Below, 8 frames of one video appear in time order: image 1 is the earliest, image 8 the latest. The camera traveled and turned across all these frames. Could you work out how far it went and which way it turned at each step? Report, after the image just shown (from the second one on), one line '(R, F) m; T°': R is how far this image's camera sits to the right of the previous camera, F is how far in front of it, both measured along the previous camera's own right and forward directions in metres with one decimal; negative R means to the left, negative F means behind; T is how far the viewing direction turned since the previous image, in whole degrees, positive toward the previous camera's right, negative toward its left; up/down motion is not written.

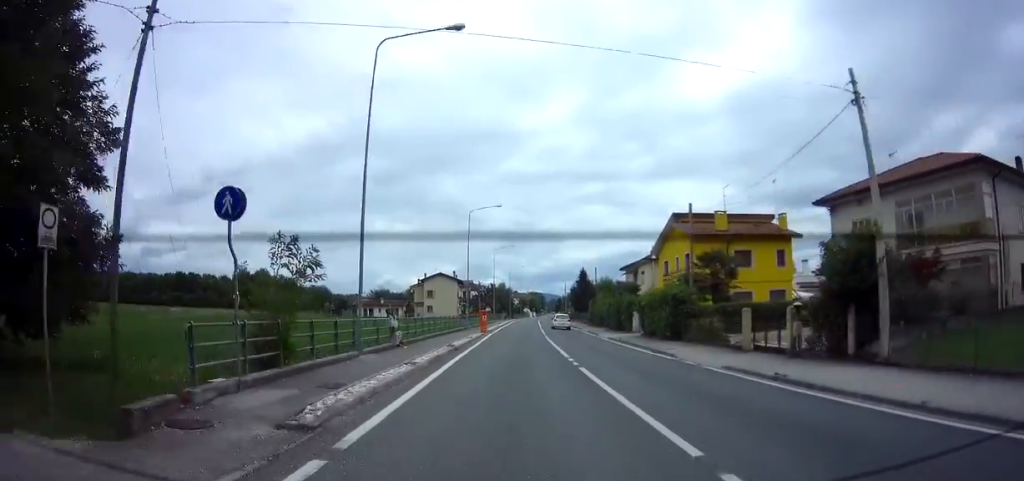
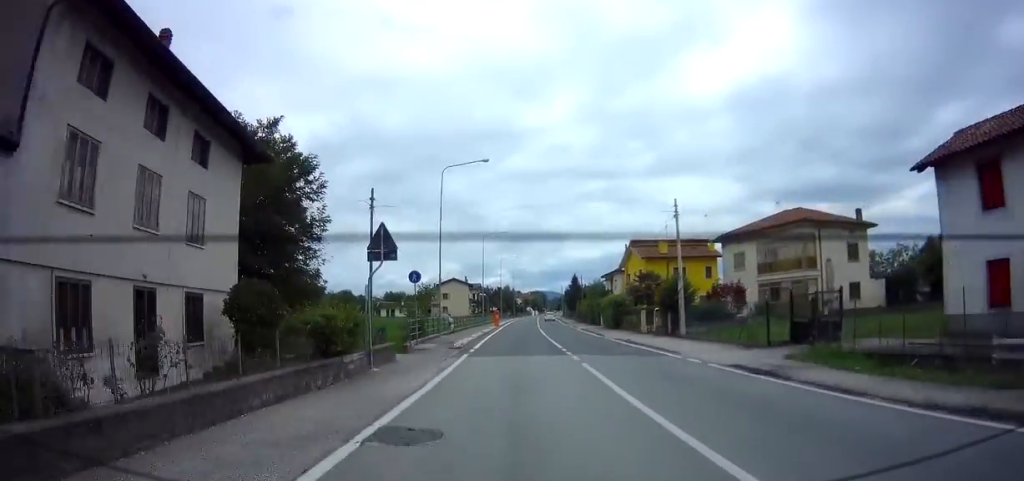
(0.0, +17.3) m; -1°
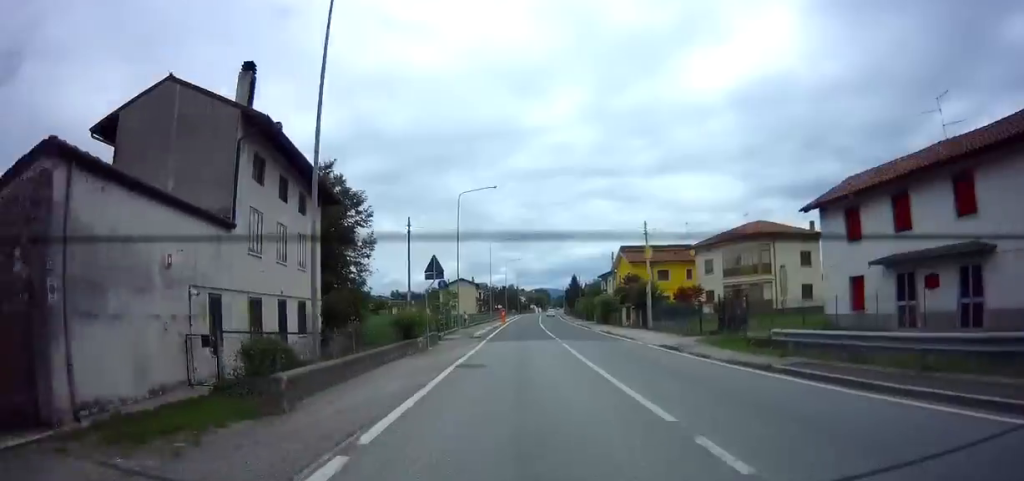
(-0.1, +8.2) m; -1°
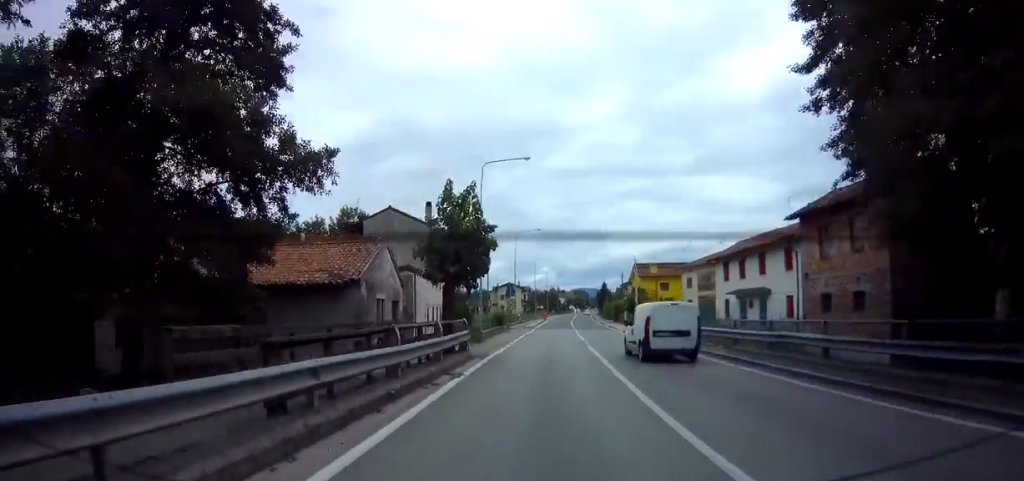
(-0.6, +22.7) m; -6°
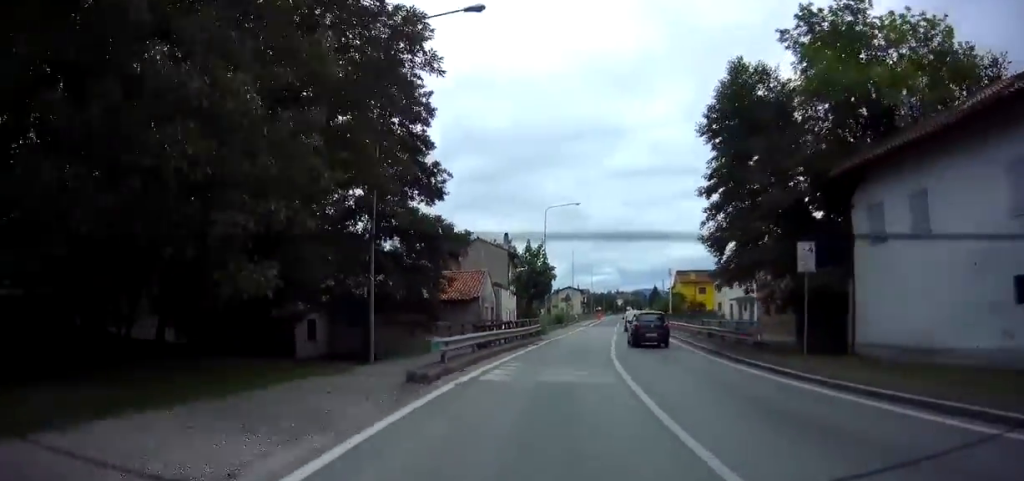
(-0.9, +13.9) m; -6°
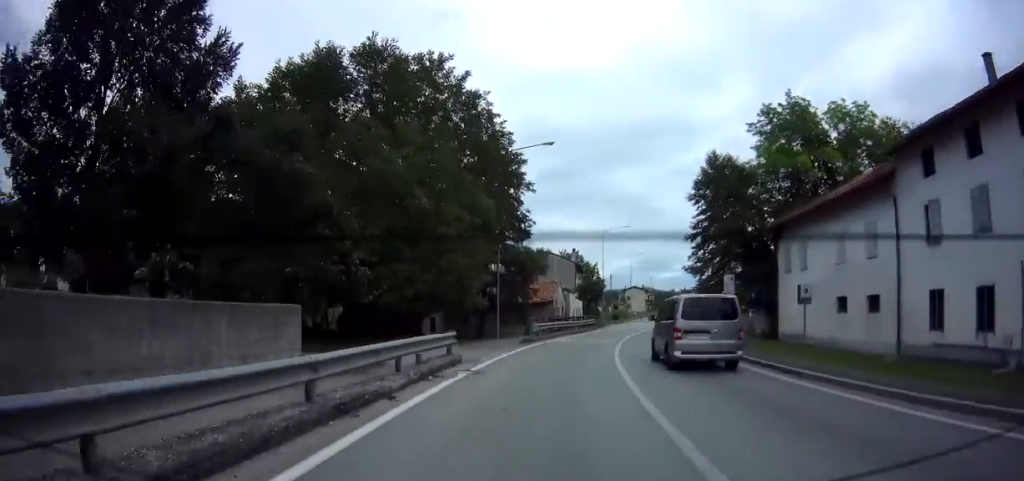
(-0.7, +15.2) m; -7°
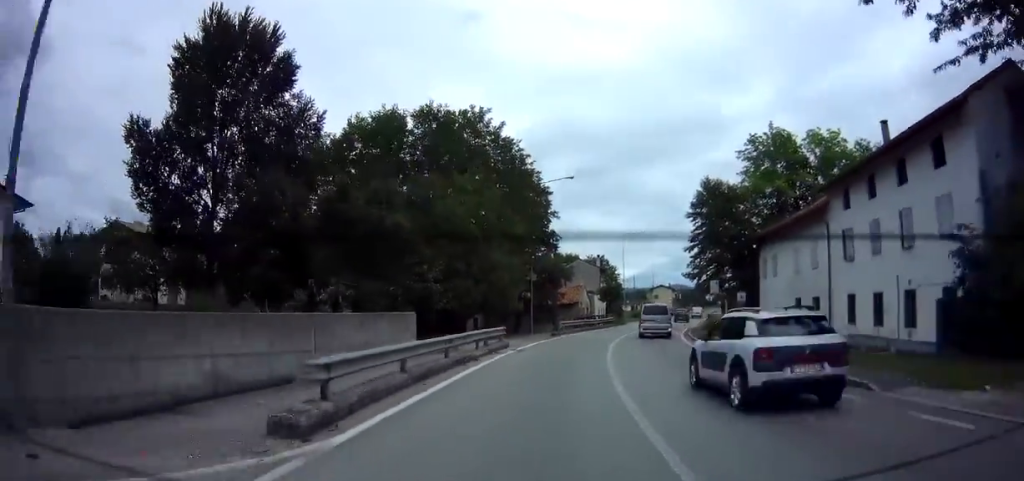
(-0.5, +8.2) m; -3°
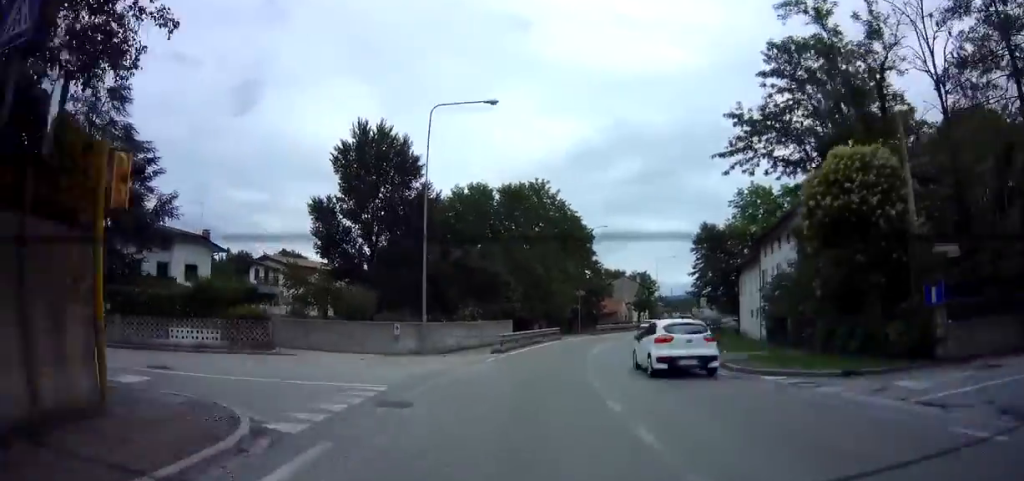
(-0.9, +18.4) m; -5°
